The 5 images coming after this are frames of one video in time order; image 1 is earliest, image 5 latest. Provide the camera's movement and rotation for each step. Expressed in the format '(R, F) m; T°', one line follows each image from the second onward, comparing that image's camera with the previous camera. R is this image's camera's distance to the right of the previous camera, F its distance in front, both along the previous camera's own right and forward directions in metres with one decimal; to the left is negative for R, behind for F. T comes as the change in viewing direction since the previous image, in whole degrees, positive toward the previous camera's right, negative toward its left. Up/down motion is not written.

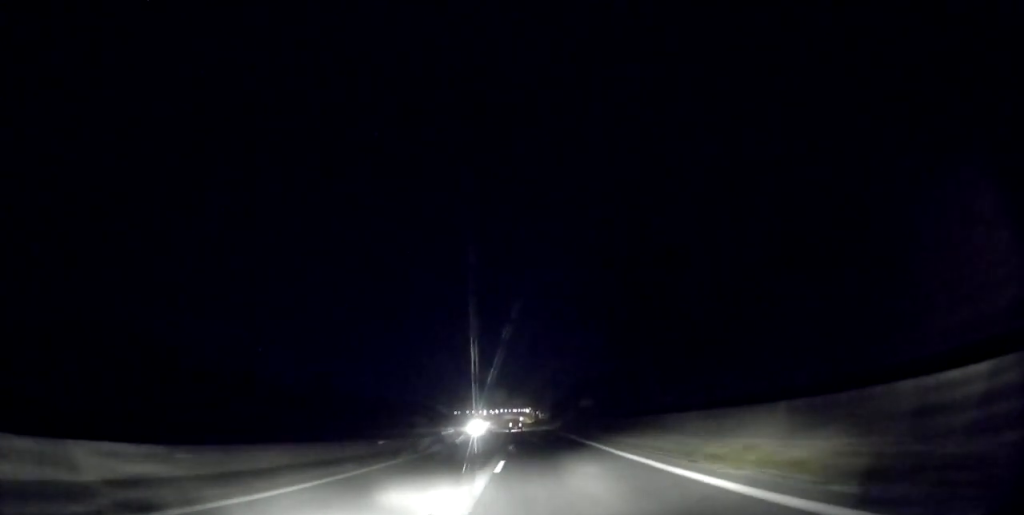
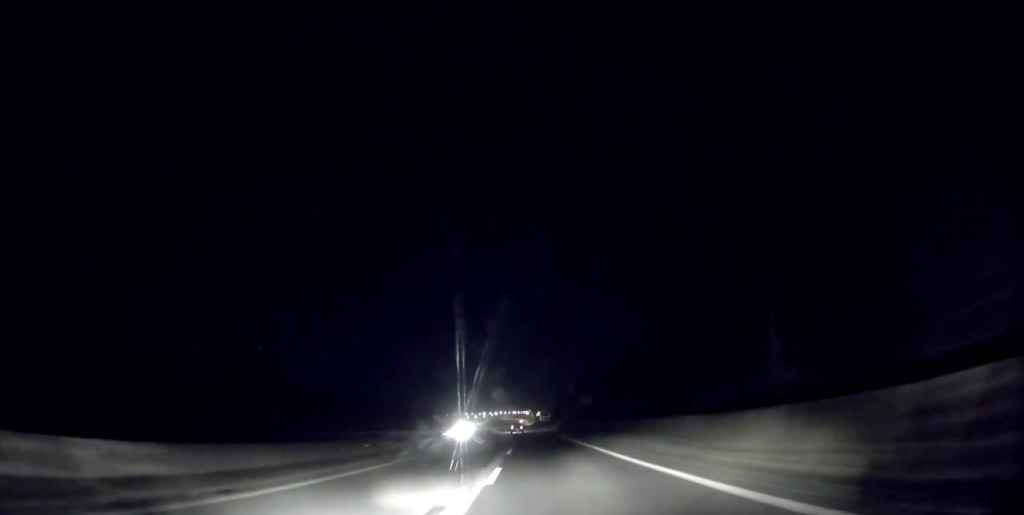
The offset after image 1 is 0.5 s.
(+0.3, +14.2) m; 0°
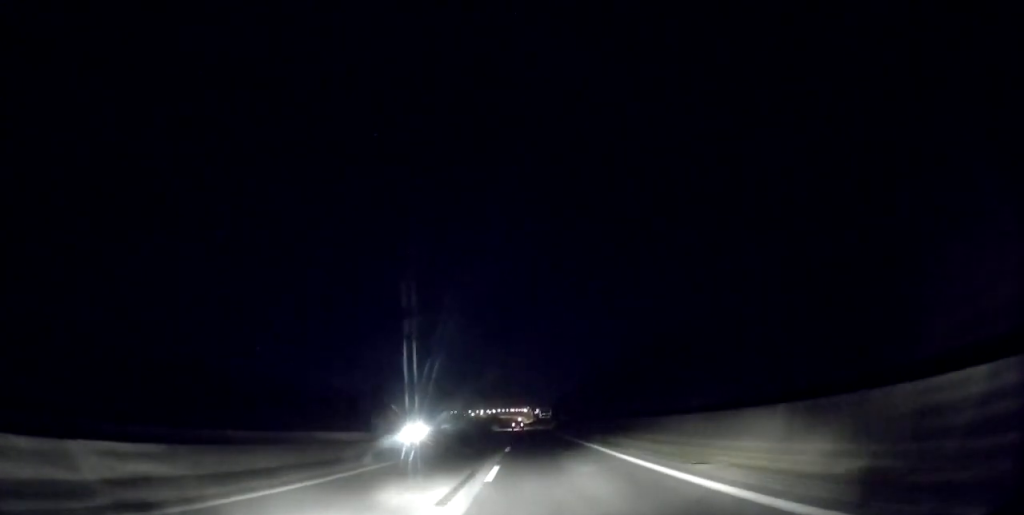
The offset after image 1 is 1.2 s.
(+0.1, +23.1) m; 0°
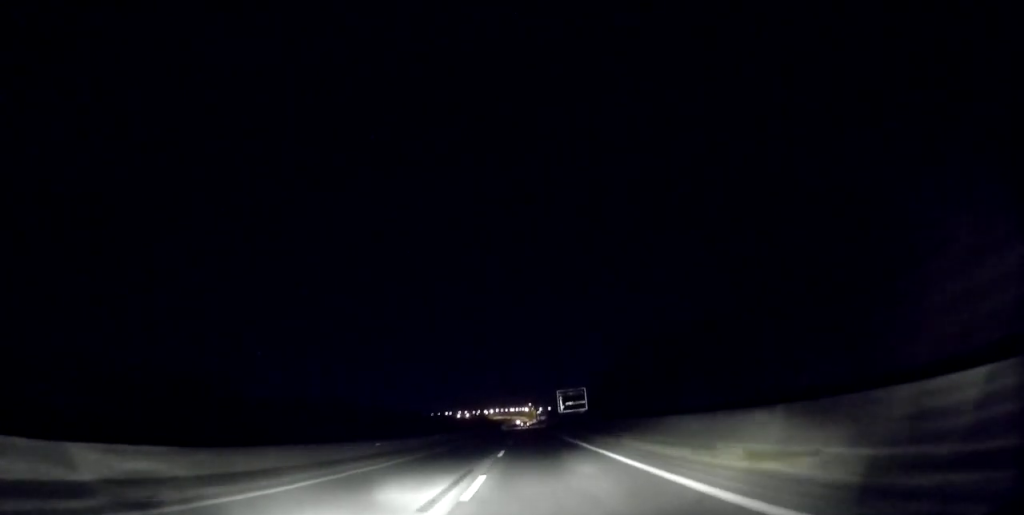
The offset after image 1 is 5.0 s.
(-0.4, +120.6) m; +1°
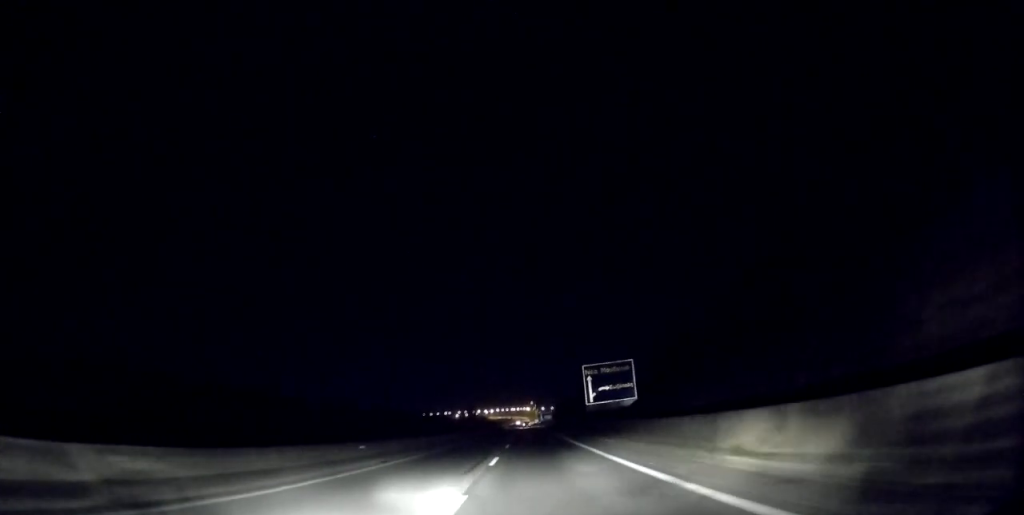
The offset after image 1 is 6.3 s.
(0.0, +39.5) m; -1°
